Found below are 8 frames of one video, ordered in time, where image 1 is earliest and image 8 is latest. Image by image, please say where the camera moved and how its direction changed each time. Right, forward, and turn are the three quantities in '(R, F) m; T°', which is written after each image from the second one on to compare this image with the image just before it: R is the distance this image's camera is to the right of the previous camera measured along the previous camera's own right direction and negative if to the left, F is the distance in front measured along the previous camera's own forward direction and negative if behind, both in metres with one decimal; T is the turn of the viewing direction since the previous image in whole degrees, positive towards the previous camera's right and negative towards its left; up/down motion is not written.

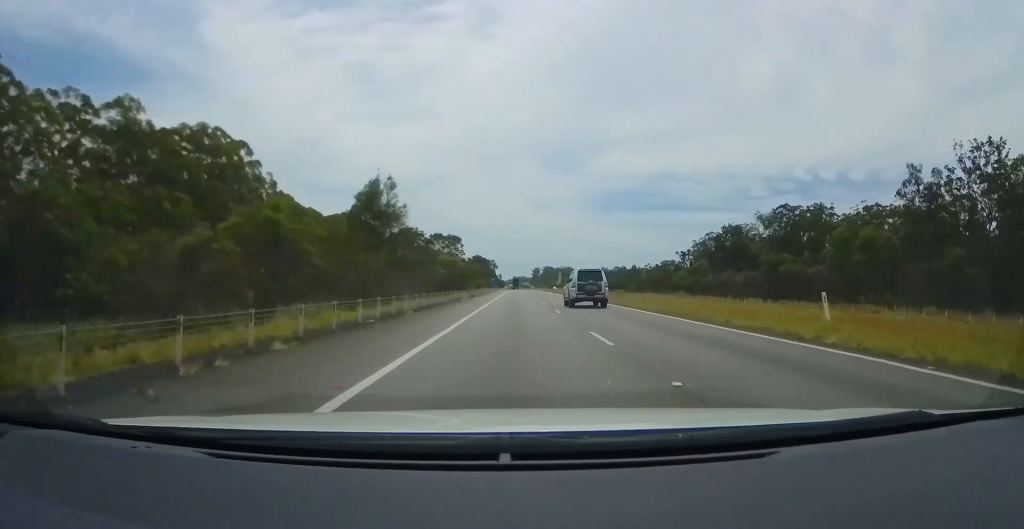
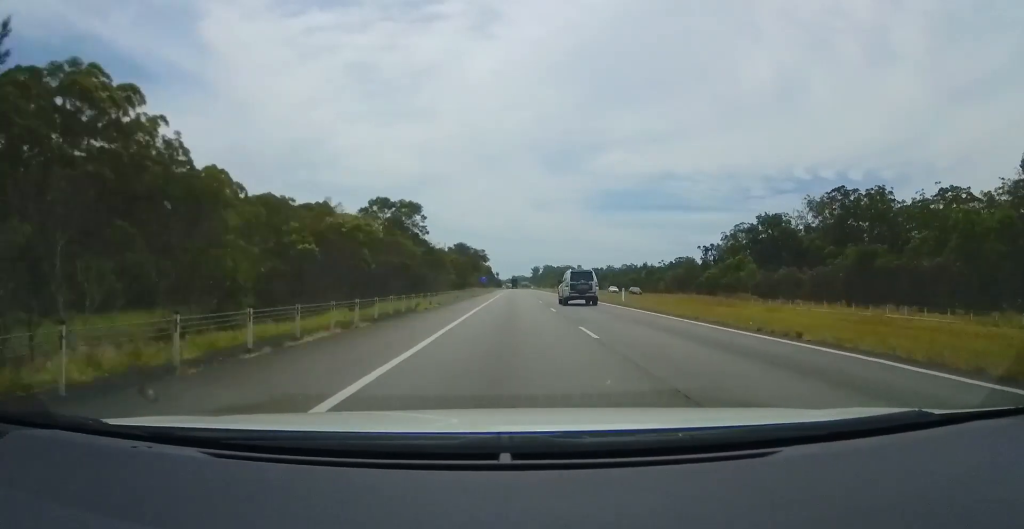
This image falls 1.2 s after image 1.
(-0.2, +34.4) m; 0°
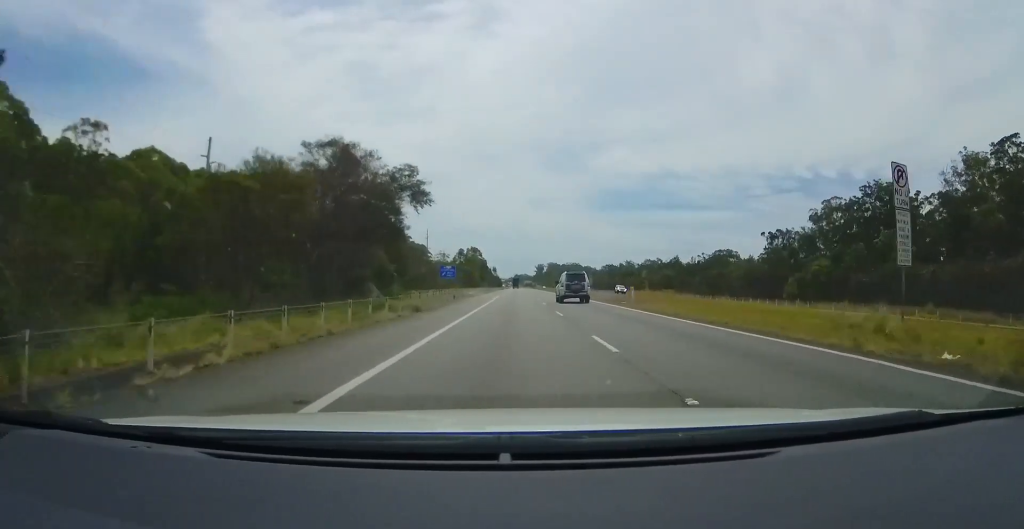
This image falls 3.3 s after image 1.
(+0.1, +63.3) m; 0°
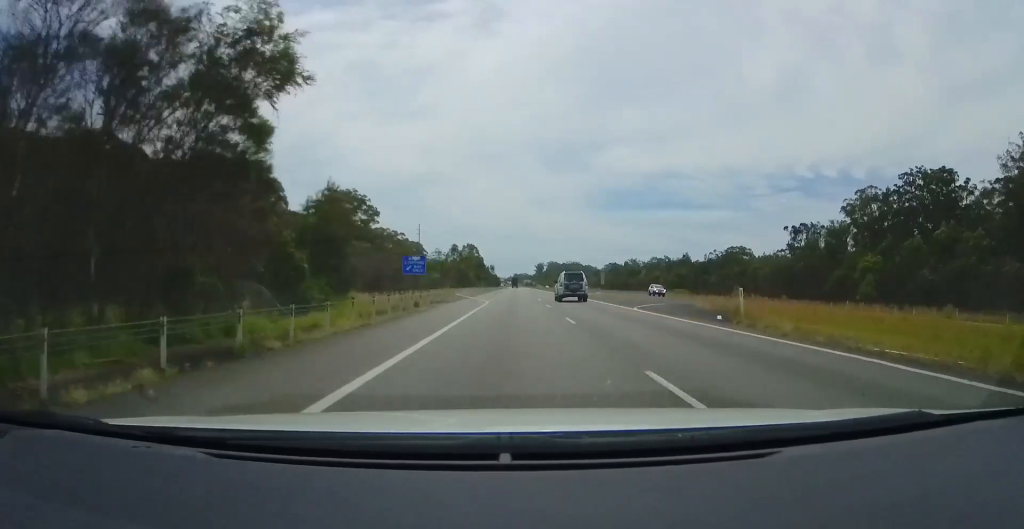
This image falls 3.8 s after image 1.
(-0.3, +16.8) m; 0°
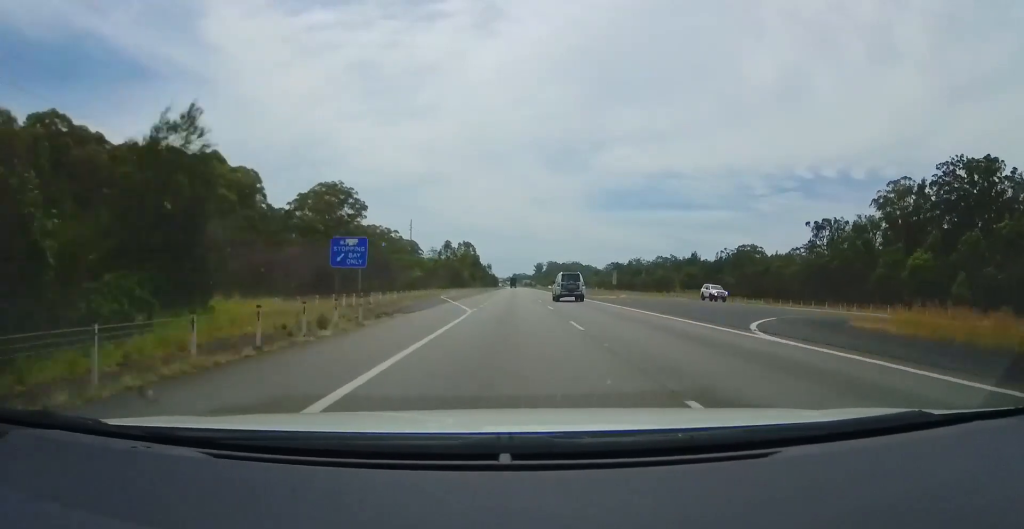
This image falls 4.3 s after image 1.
(+0.3, +14.4) m; 0°
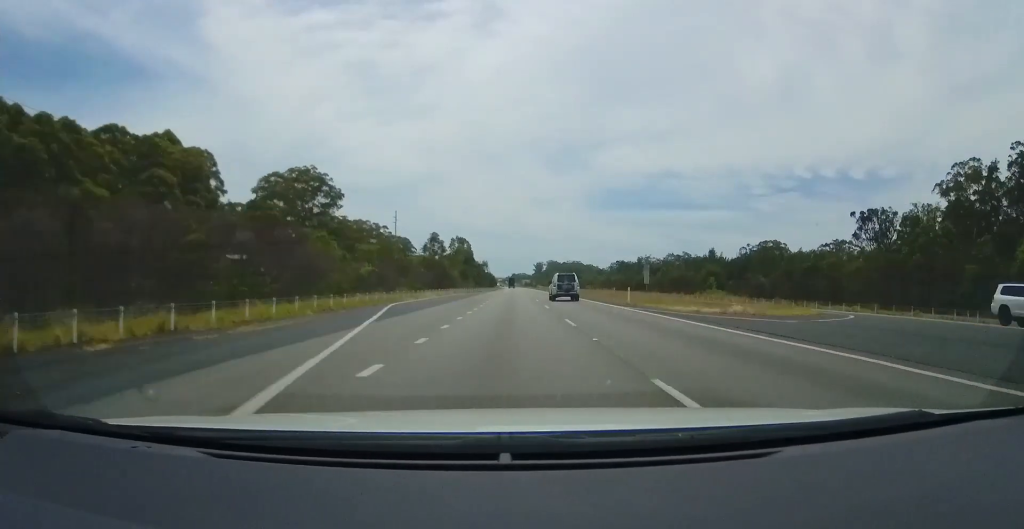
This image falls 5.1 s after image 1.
(+0.3, +22.8) m; +1°
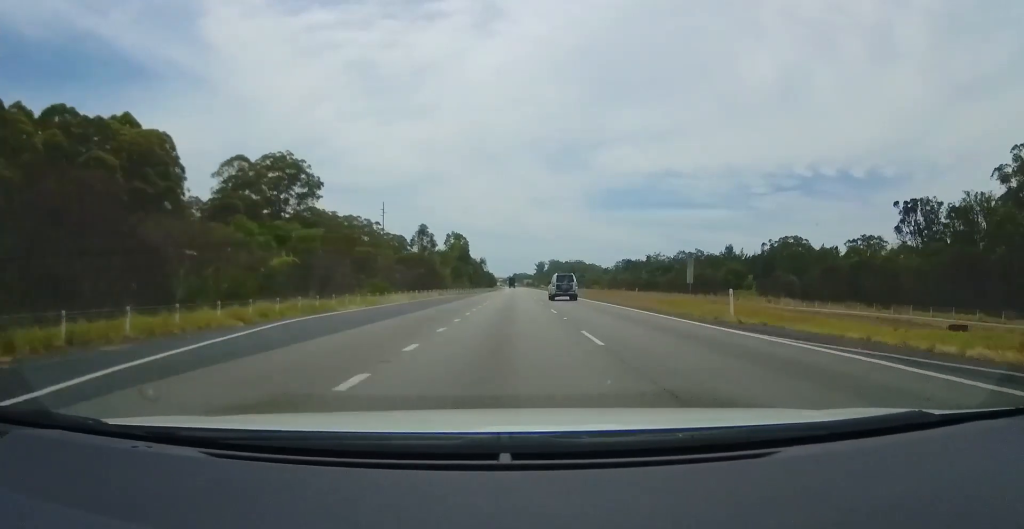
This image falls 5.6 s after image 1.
(-0.2, +16.7) m; 0°
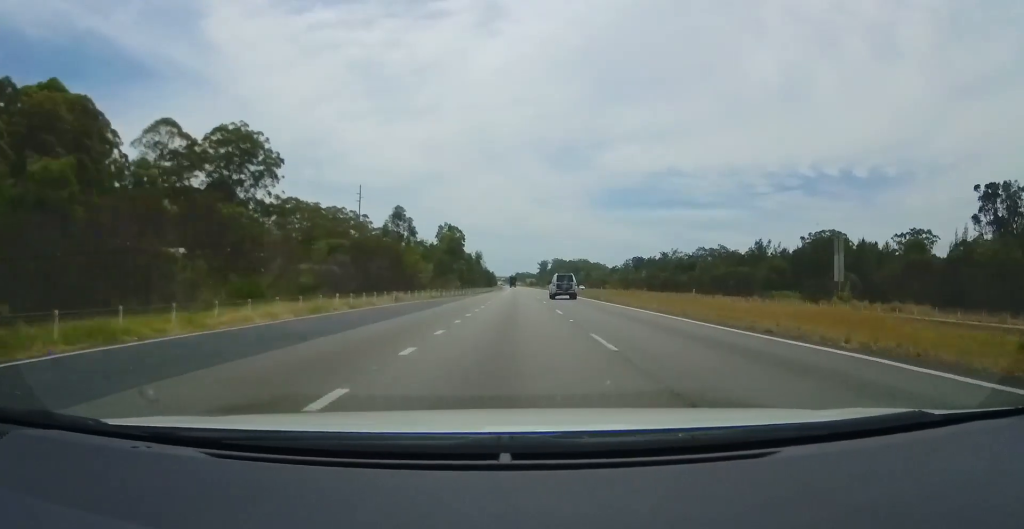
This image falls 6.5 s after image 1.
(+0.2, +25.0) m; +1°
